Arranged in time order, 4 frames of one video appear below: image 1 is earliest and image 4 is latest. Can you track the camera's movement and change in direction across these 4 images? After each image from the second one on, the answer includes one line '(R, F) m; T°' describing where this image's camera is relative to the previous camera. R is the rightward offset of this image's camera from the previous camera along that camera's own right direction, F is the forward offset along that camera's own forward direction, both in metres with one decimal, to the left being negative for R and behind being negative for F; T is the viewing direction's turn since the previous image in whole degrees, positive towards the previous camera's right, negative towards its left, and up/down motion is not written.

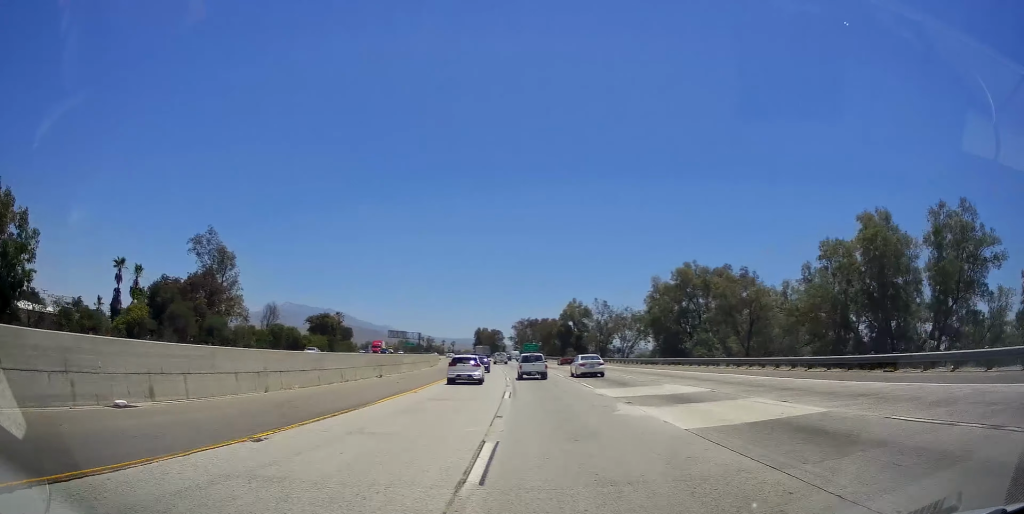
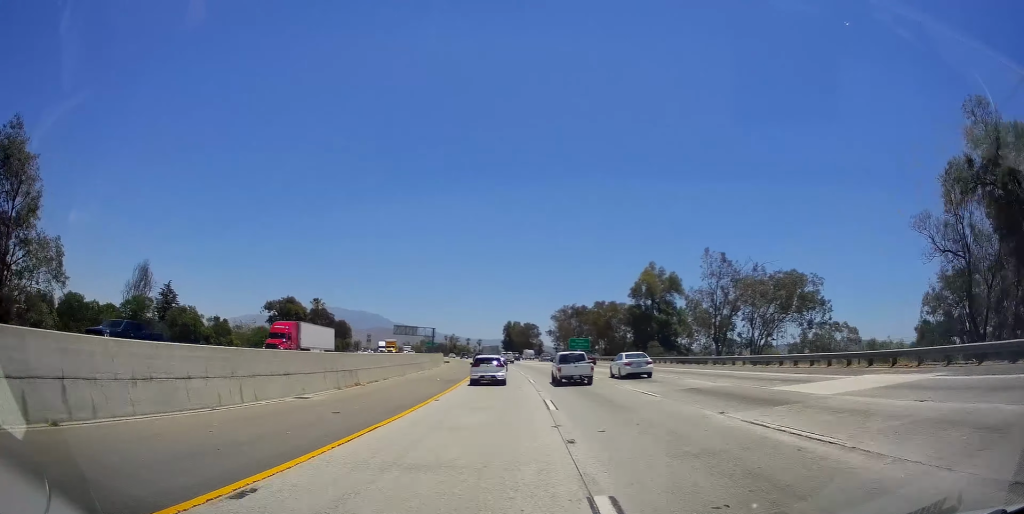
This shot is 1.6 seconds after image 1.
(-1.1, +48.7) m; -3°
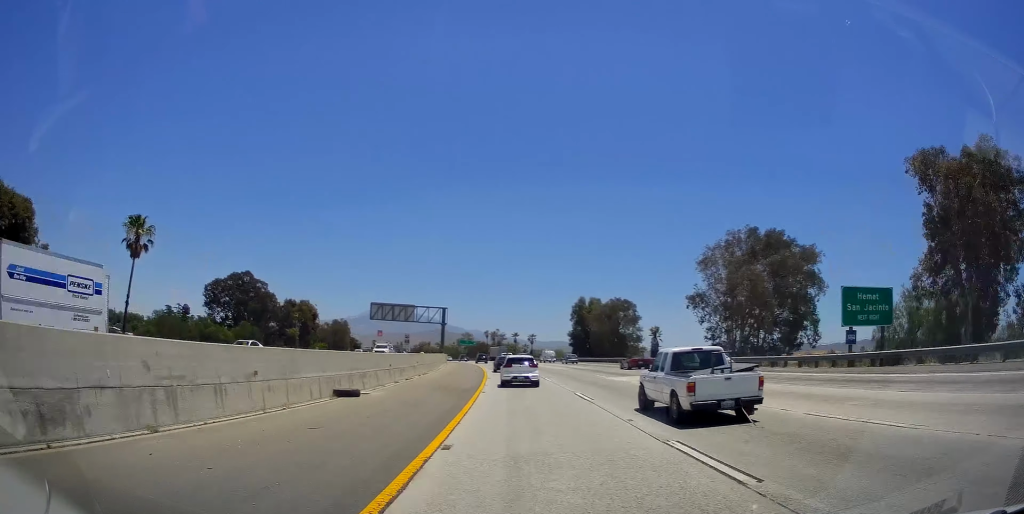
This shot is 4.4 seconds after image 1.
(-3.6, +81.8) m; -5°
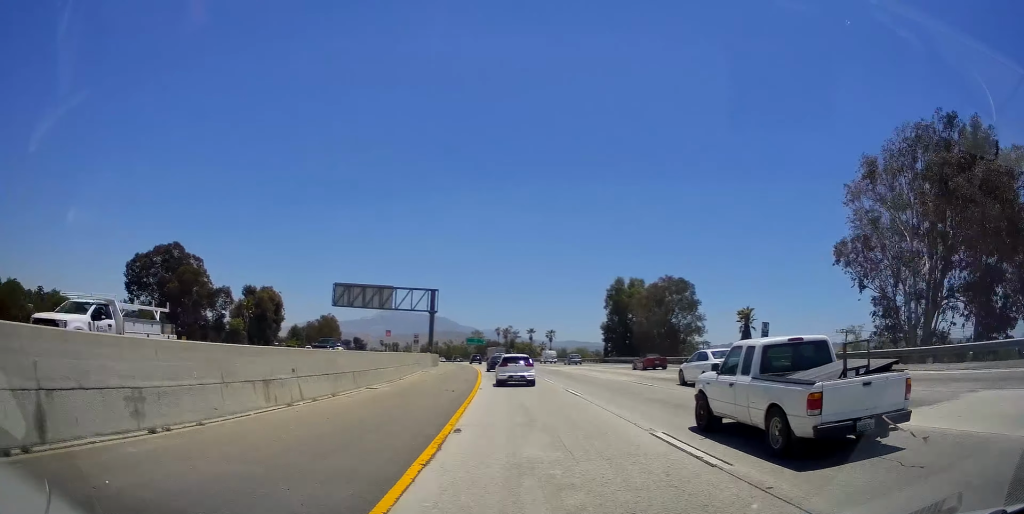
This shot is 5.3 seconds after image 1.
(-0.4, +29.2) m; -2°
